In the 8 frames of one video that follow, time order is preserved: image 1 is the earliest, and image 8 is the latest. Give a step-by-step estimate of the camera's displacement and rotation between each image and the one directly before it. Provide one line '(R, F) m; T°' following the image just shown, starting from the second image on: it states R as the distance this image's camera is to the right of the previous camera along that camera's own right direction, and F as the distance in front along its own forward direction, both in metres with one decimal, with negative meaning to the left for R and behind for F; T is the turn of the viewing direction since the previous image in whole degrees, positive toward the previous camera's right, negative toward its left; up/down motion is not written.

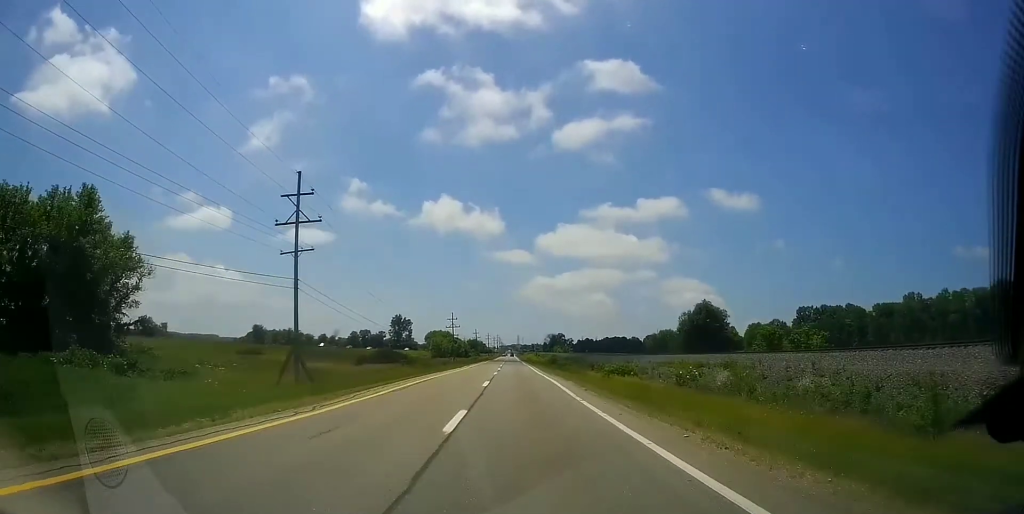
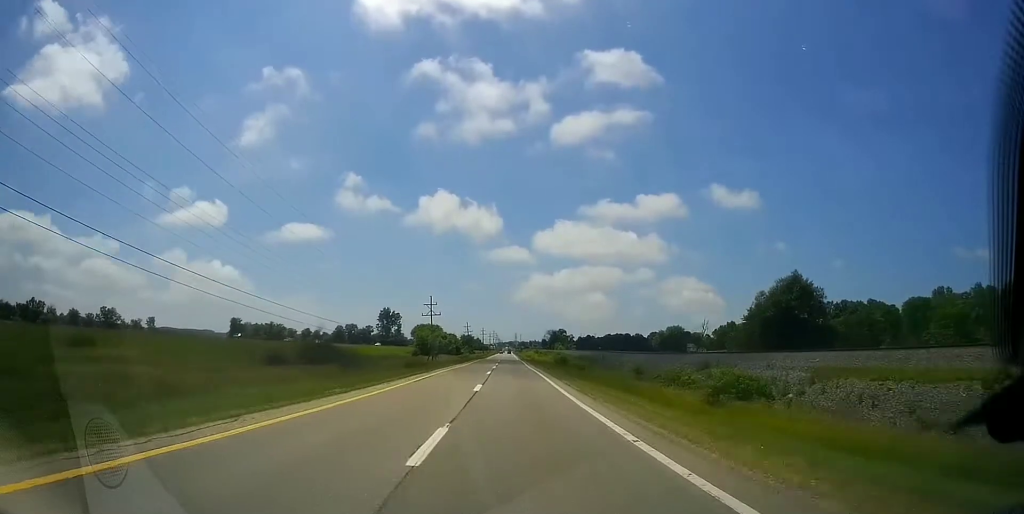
(+0.4, +33.5) m; +1°
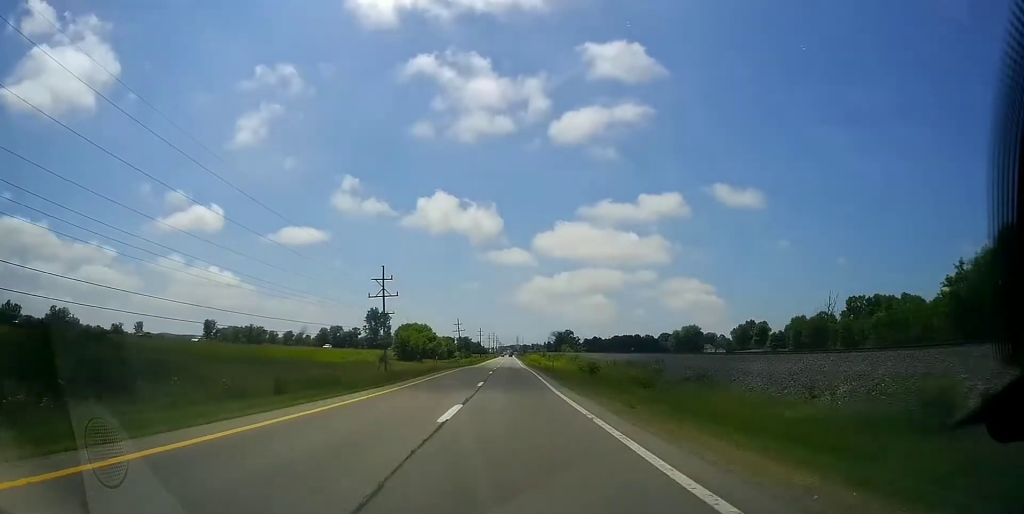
(-0.3, +41.2) m; -1°
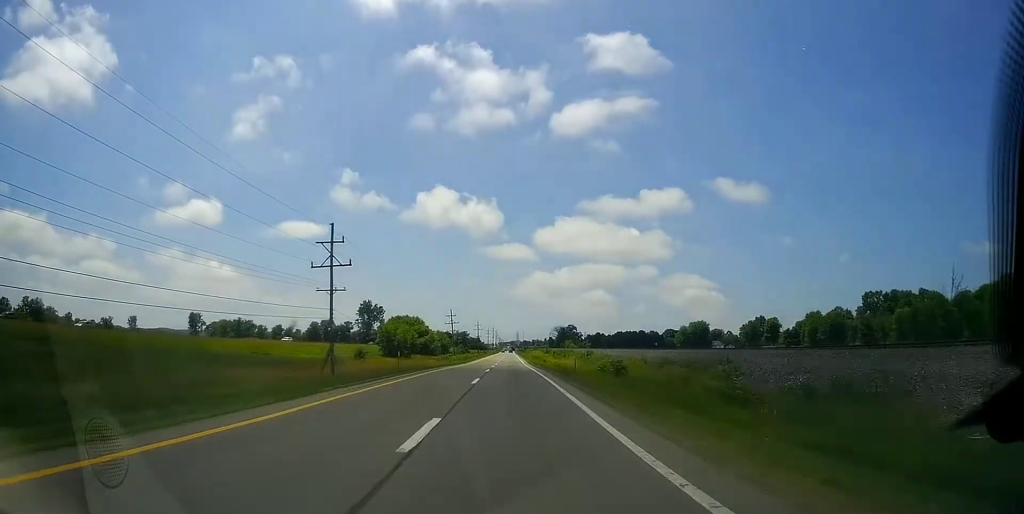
(-0.3, +19.2) m; +1°
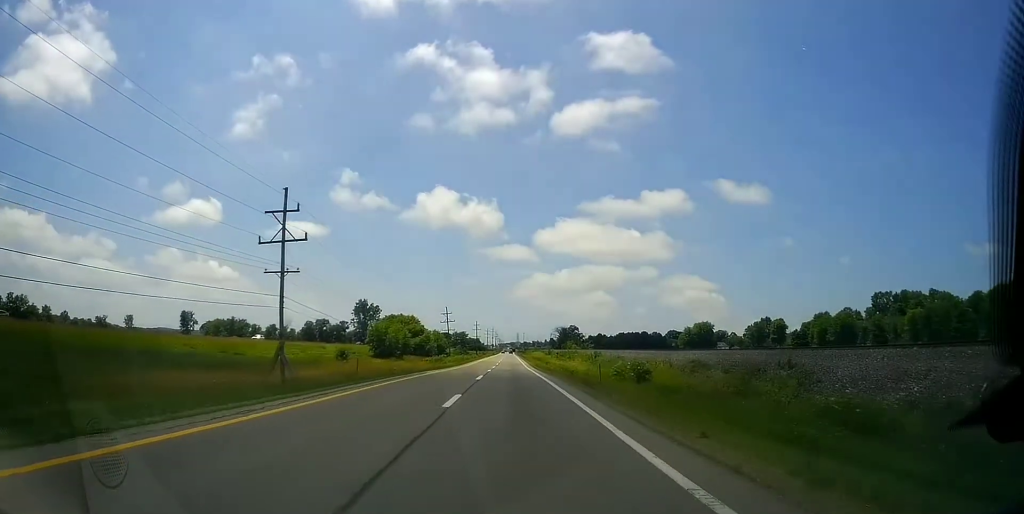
(+0.1, +10.5) m; 0°
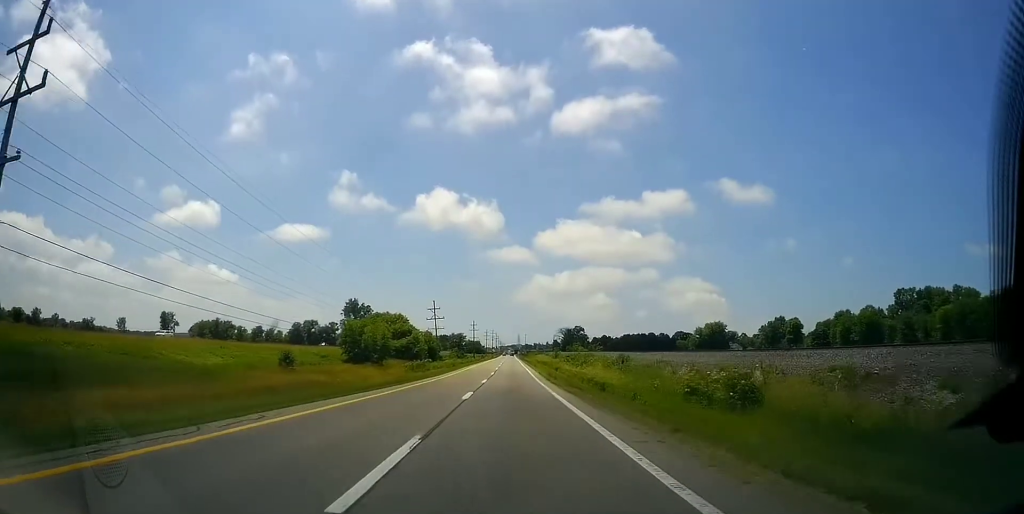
(+0.4, +23.7) m; 0°
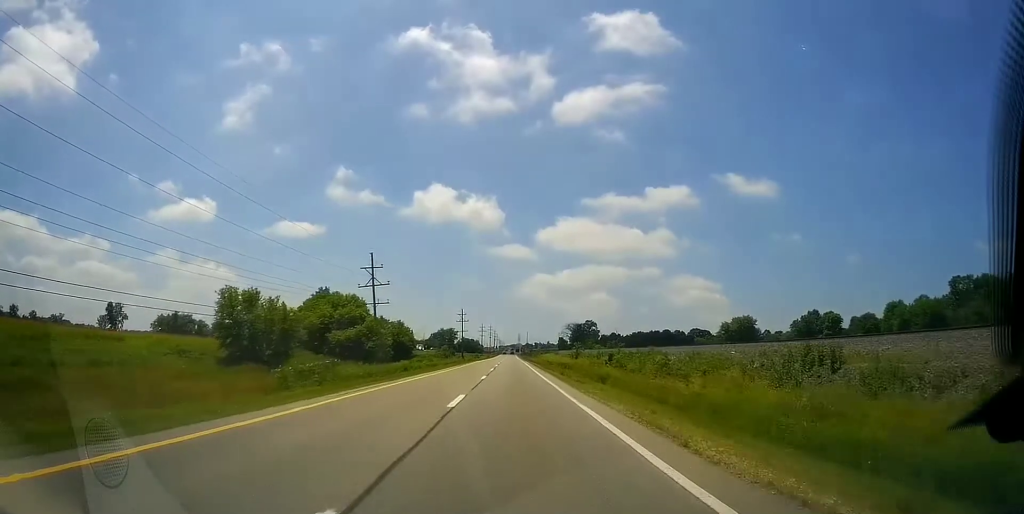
(-1.3, +51.6) m; -1°
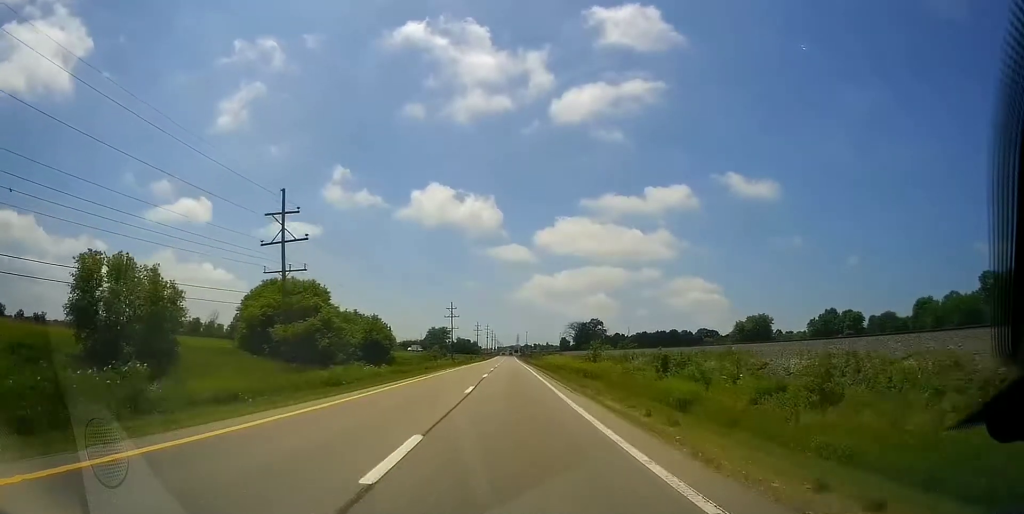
(+0.3, +24.7) m; +1°
